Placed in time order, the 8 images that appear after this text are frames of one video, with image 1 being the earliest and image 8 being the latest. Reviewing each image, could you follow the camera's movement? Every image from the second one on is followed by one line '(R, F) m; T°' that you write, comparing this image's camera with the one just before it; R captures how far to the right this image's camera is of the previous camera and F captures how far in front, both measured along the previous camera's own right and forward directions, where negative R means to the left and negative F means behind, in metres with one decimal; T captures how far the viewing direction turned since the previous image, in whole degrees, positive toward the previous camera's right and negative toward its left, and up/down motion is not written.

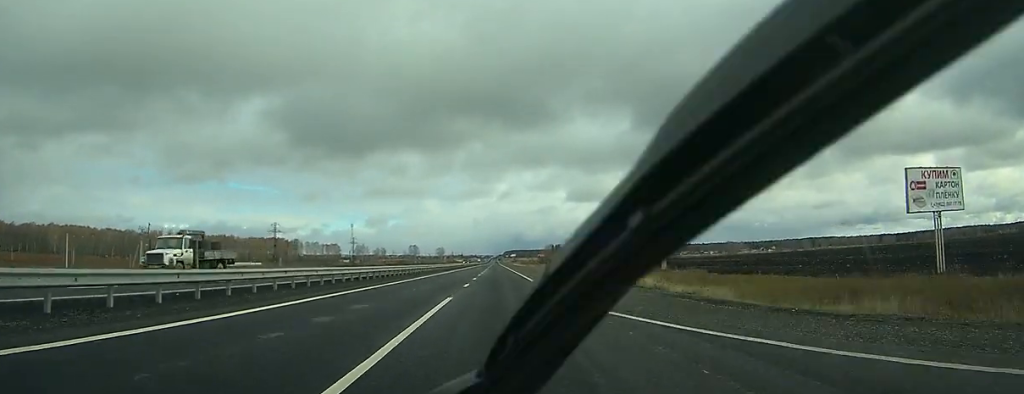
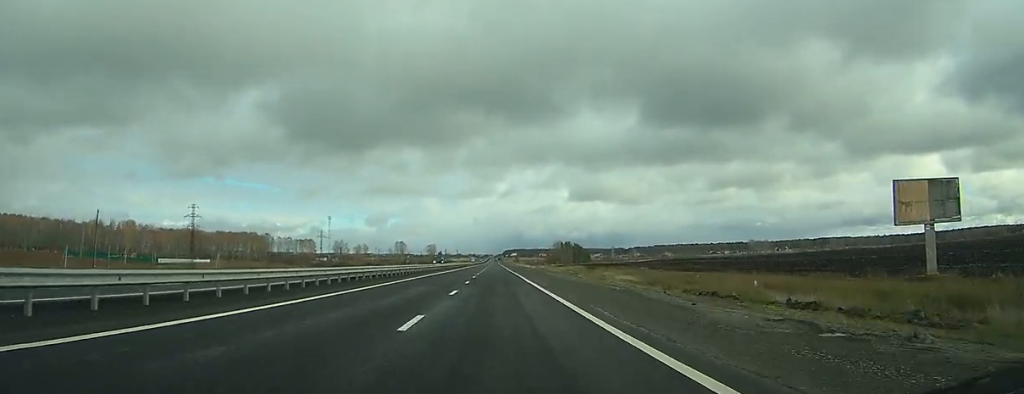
(+0.3, +80.0) m; 0°
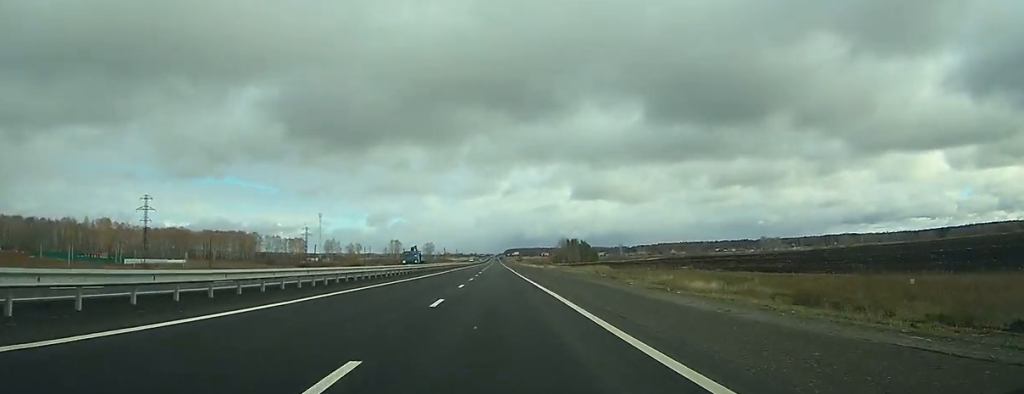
(-0.1, +31.5) m; 0°
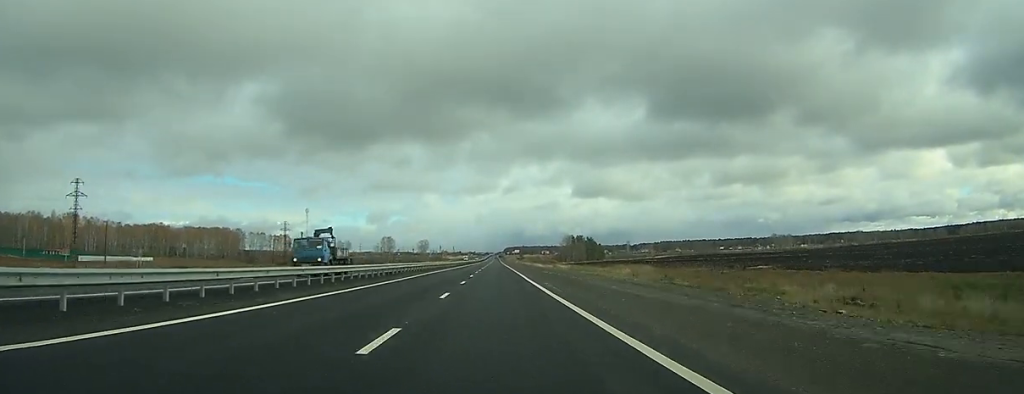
(-0.1, +32.7) m; 0°
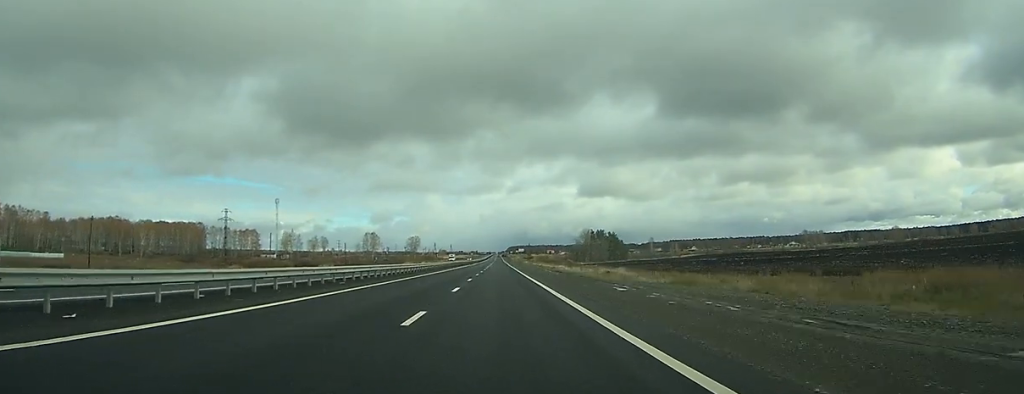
(-0.1, +67.3) m; 0°
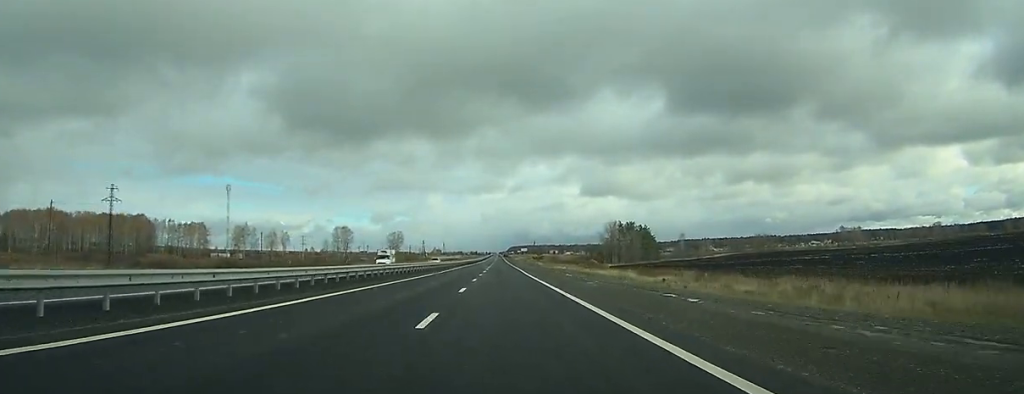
(-0.2, +70.2) m; 0°
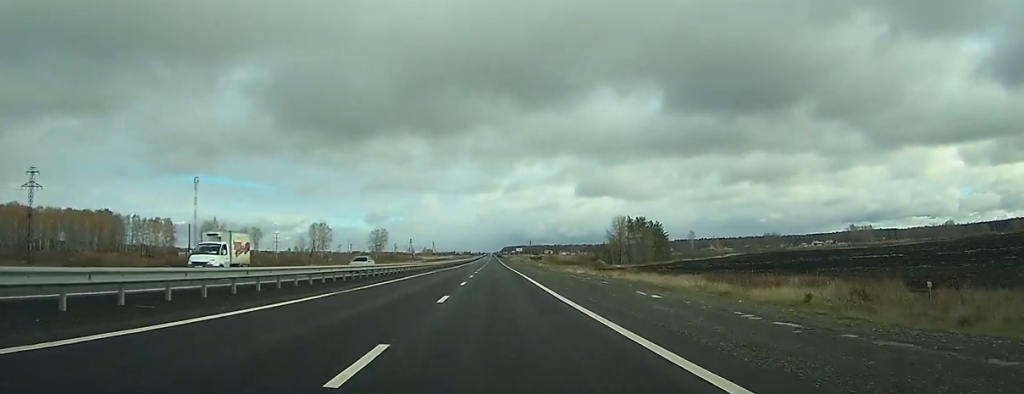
(-0.1, +30.8) m; 0°
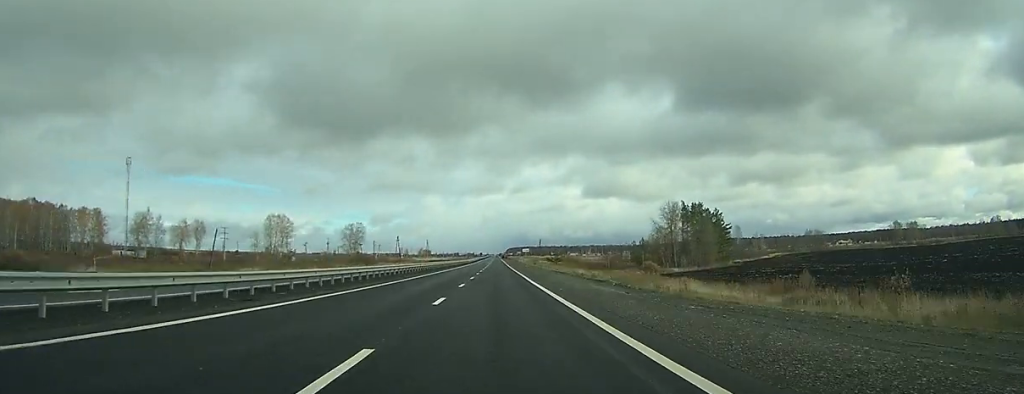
(+0.2, +63.4) m; 0°
